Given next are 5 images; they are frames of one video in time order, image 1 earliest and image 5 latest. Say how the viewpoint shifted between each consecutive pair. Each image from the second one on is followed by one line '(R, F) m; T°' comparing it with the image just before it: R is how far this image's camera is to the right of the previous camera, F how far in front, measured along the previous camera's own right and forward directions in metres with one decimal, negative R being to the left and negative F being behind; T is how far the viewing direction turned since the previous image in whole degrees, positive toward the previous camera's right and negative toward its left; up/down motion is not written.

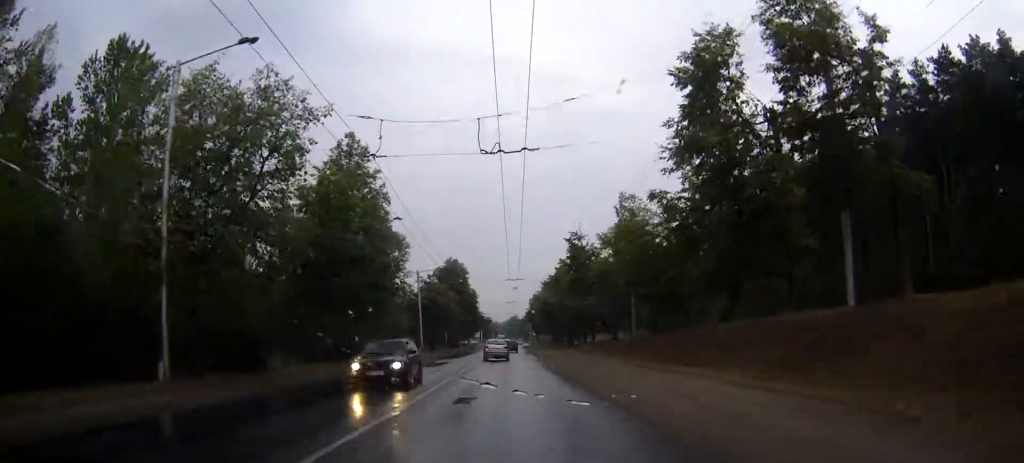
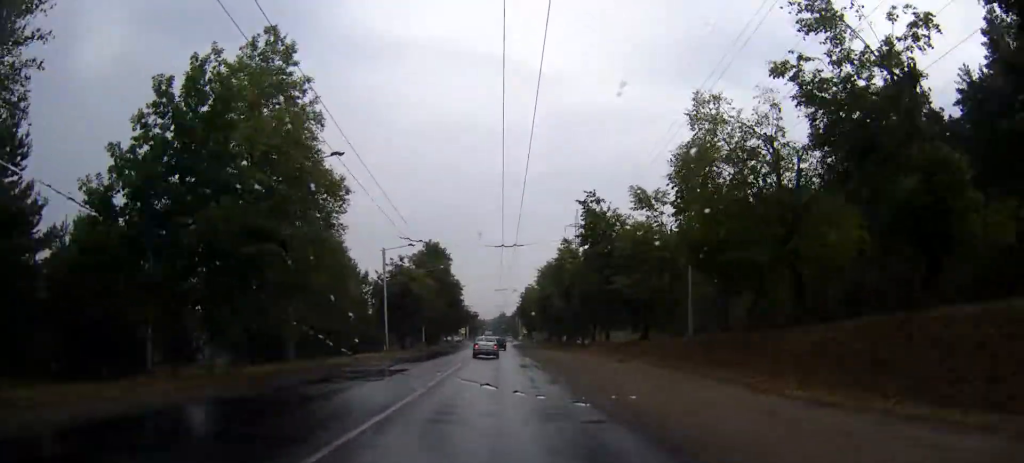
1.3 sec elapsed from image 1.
(+0.1, +16.9) m; 0°
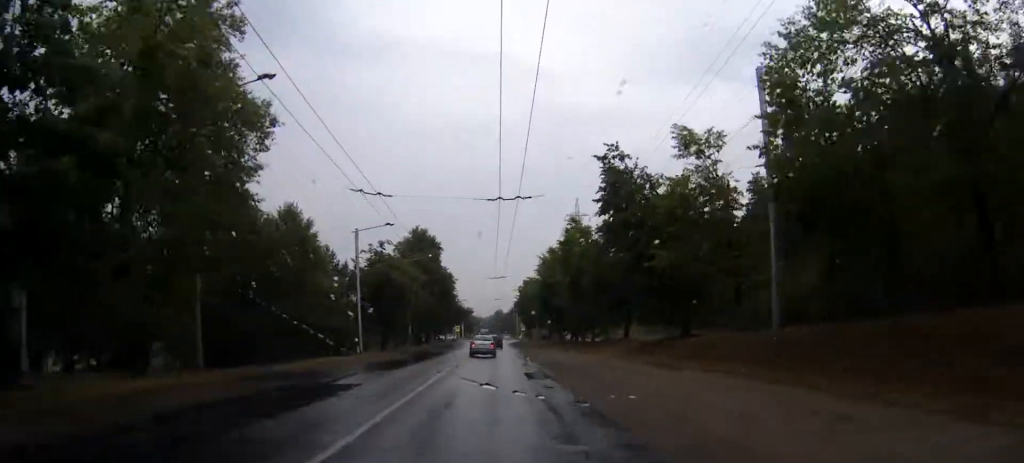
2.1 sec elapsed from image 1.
(0.0, +10.3) m; 0°
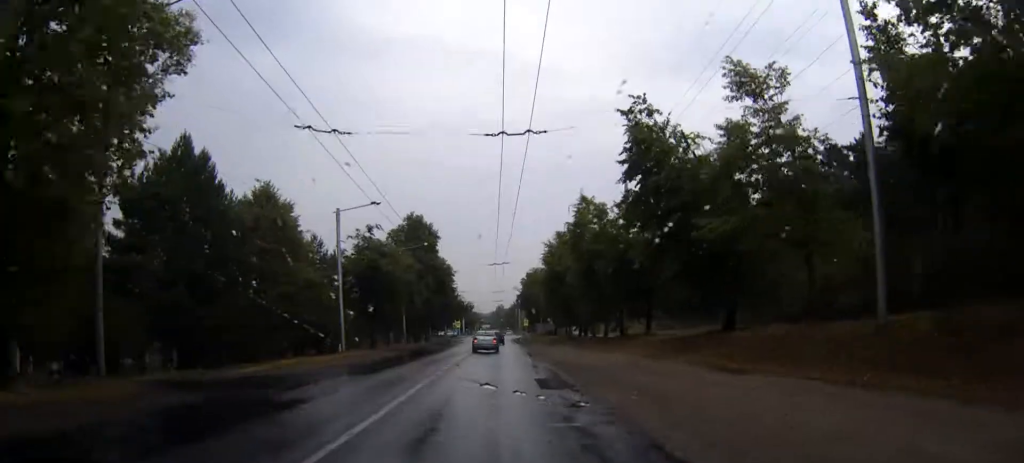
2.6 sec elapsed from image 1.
(+0.1, +6.5) m; 0°
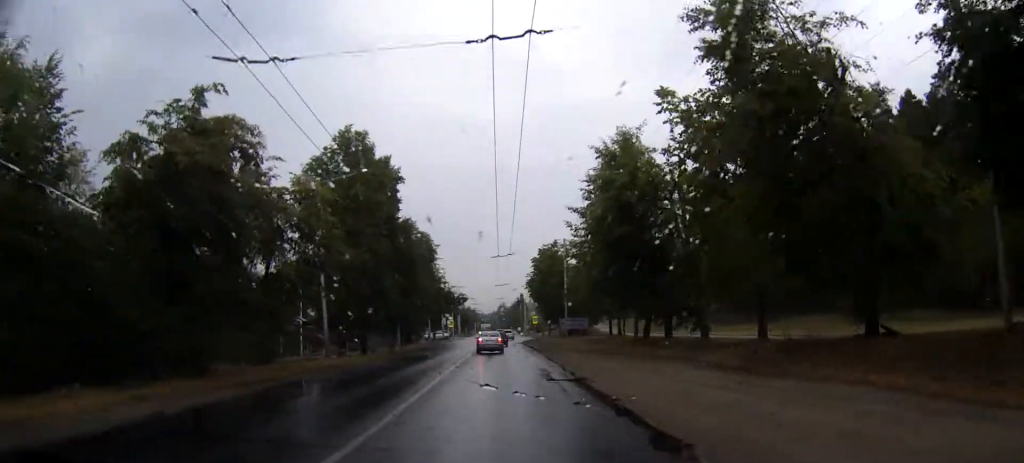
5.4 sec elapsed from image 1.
(-0.4, +34.2) m; 0°
